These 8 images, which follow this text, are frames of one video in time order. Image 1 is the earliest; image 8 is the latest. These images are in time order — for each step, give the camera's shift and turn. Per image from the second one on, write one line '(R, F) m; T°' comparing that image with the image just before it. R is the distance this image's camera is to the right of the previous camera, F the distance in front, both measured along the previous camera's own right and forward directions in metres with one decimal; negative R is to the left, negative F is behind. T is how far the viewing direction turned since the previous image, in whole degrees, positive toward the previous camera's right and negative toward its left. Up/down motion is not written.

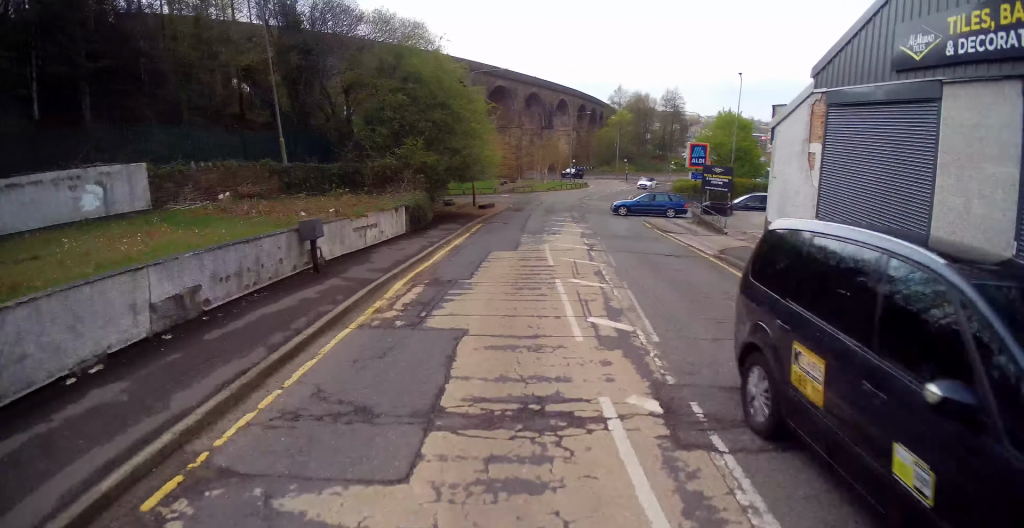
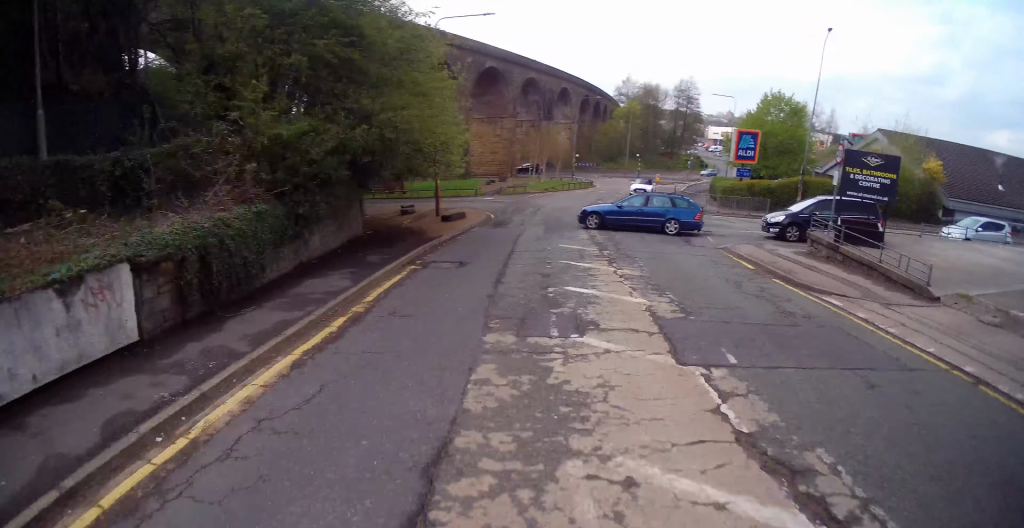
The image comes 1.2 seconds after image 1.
(+0.2, +12.6) m; +1°
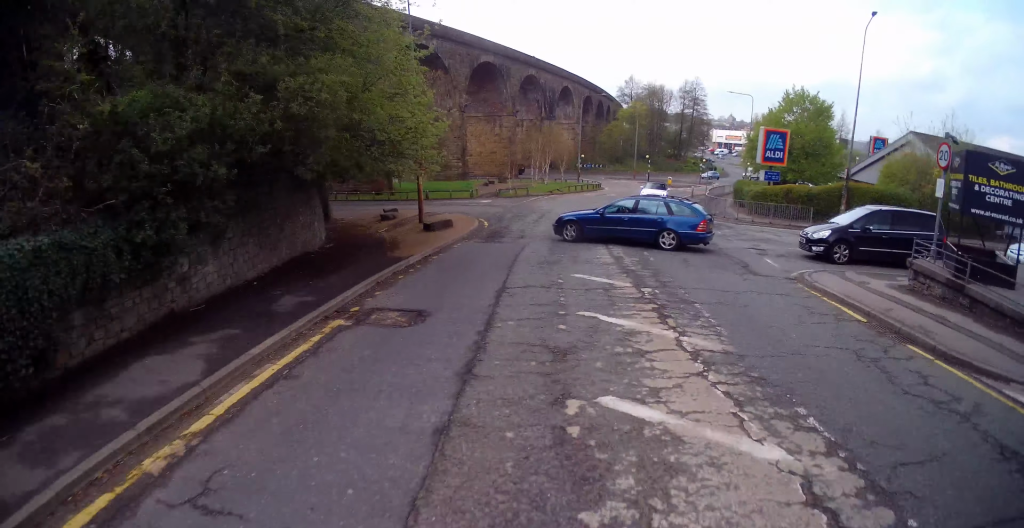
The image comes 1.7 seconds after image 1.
(+0.1, +4.8) m; 0°
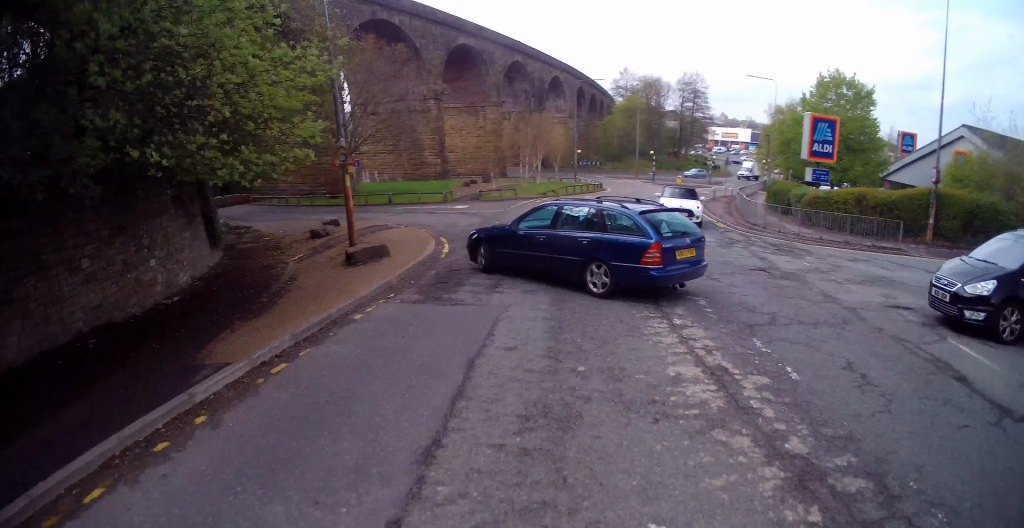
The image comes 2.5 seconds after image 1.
(-0.3, +7.7) m; +1°
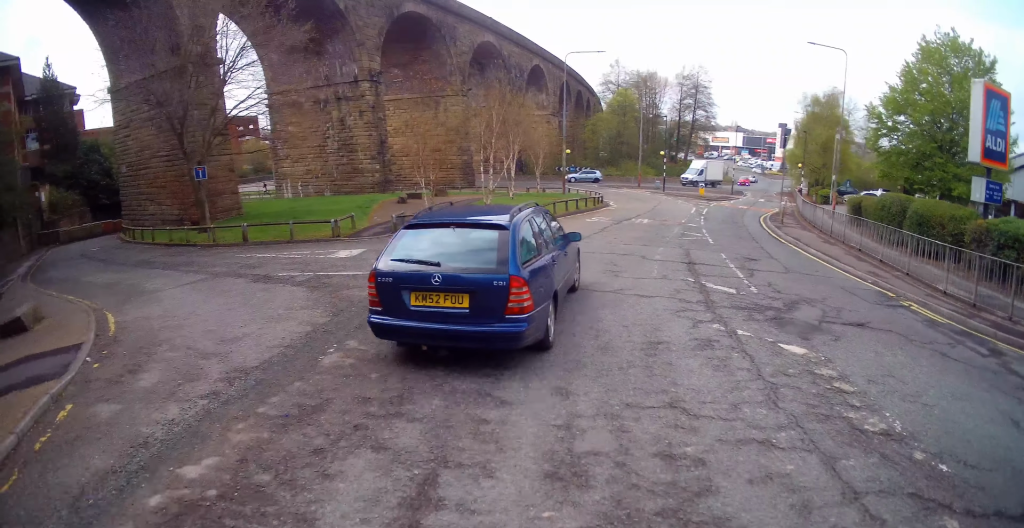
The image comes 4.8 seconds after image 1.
(+0.7, +14.2) m; +2°
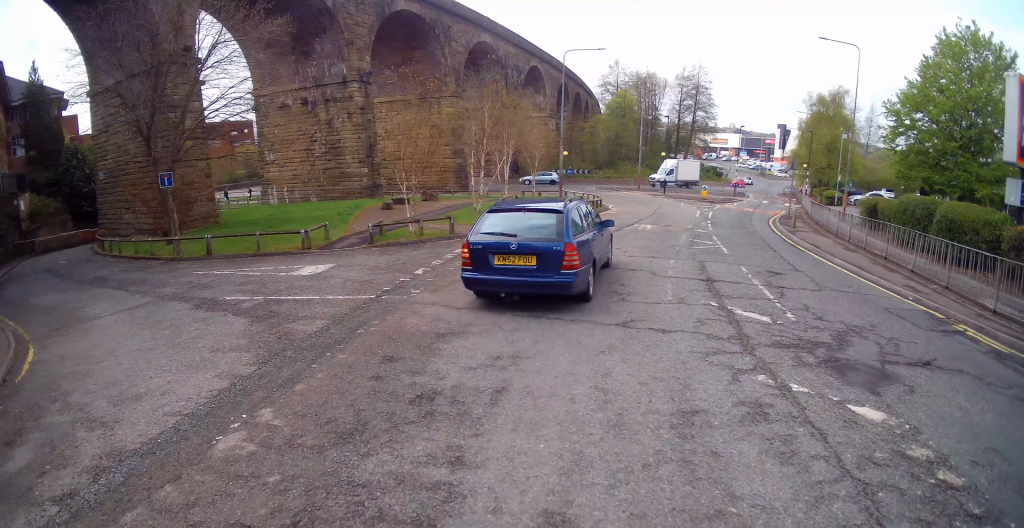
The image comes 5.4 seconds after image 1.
(+0.1, +2.0) m; -1°
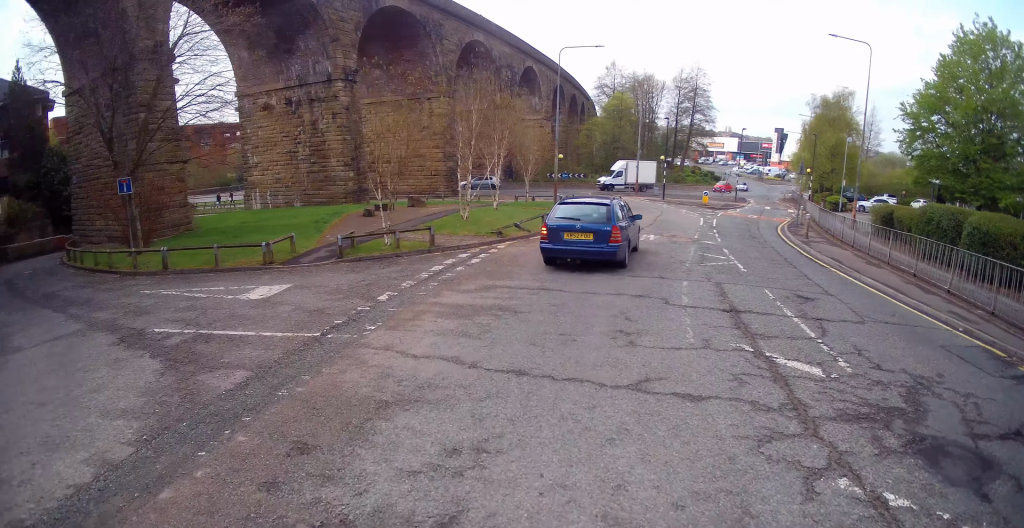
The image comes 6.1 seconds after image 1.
(-0.1, +2.1) m; +1°
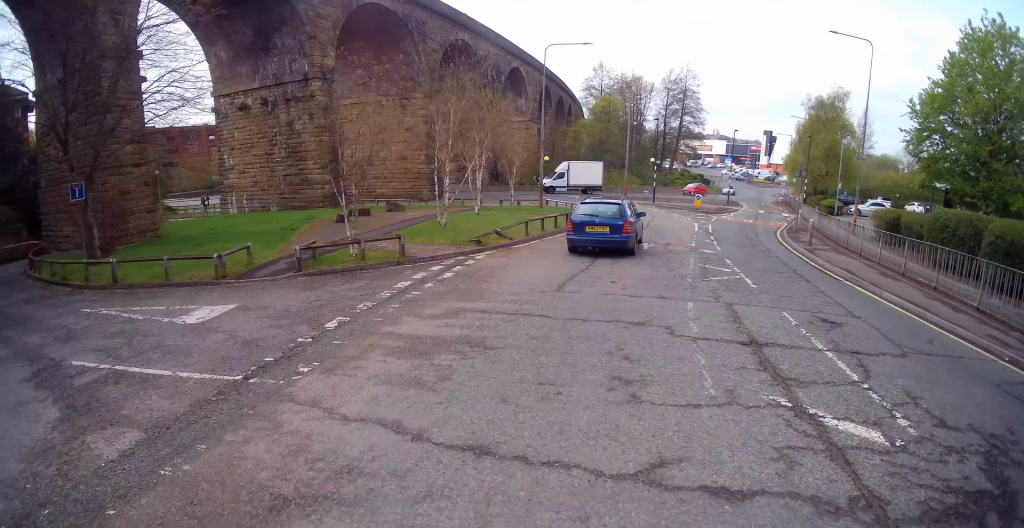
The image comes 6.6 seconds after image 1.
(-0.1, +1.5) m; +2°
